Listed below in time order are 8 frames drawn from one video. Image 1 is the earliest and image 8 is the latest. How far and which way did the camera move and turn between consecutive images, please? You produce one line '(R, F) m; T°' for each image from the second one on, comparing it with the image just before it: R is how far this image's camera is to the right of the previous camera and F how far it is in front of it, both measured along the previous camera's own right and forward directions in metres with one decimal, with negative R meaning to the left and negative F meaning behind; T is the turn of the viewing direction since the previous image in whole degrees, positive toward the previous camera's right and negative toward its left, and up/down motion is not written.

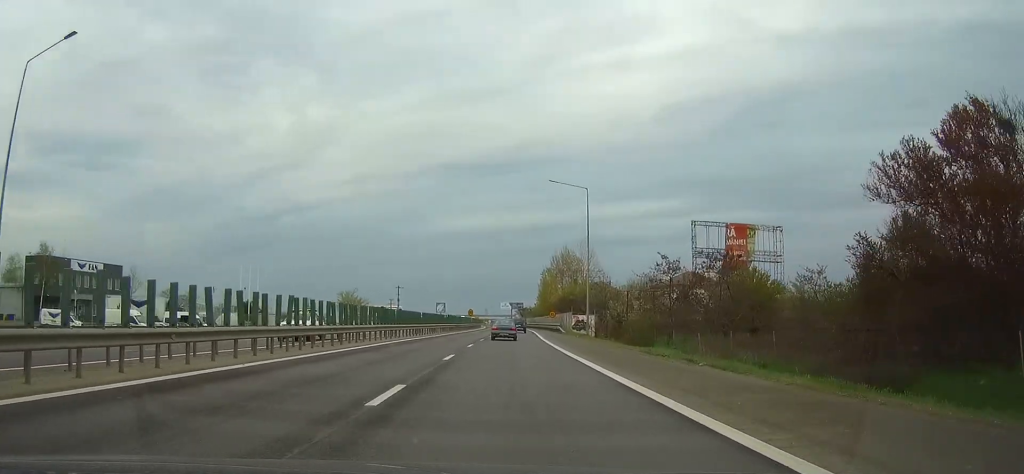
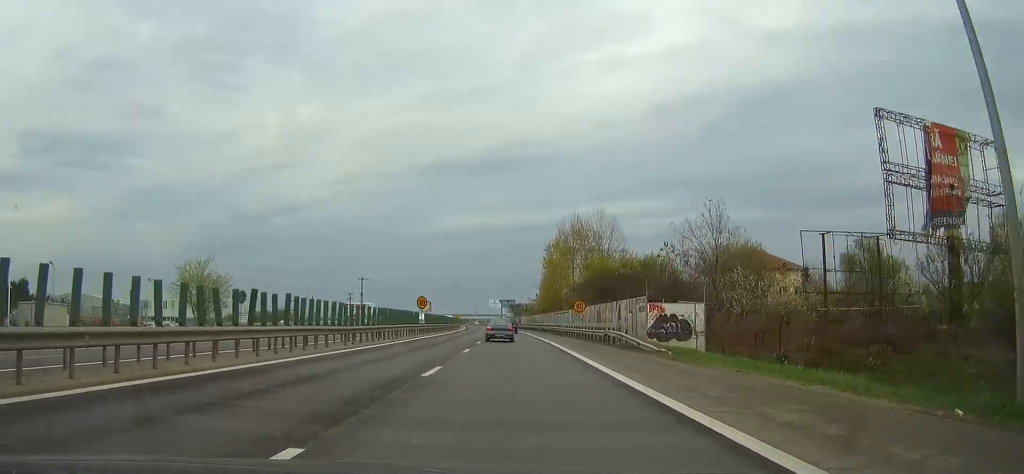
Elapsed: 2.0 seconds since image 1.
(+0.5, +52.8) m; +1°
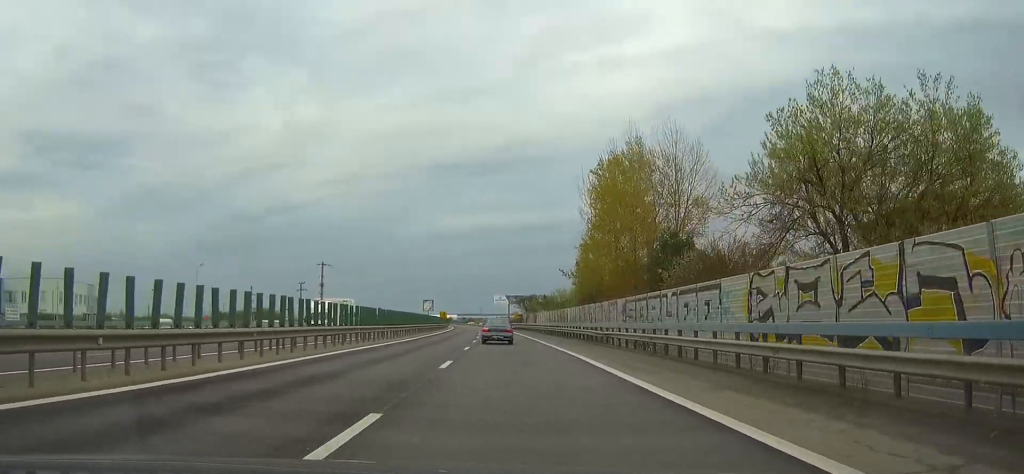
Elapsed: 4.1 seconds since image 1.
(+0.4, +55.7) m; 0°
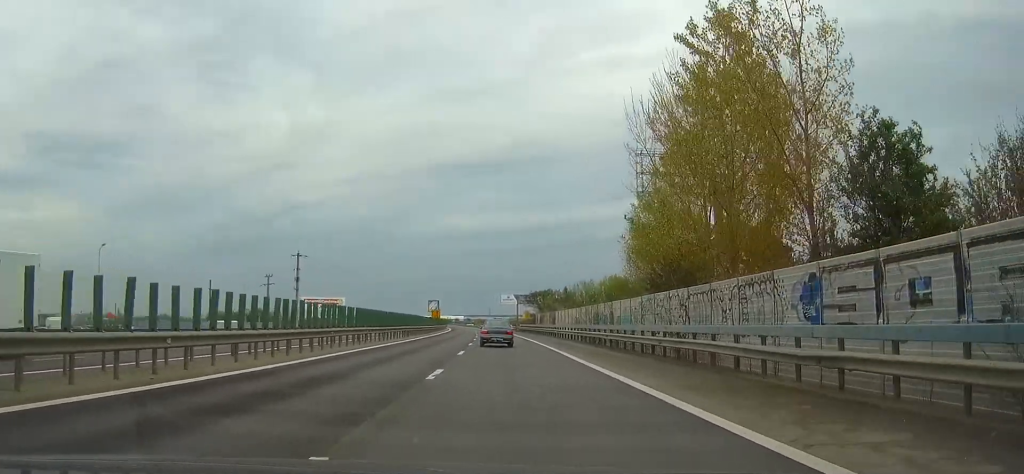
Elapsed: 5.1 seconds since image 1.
(-0.3, +25.9) m; -1°
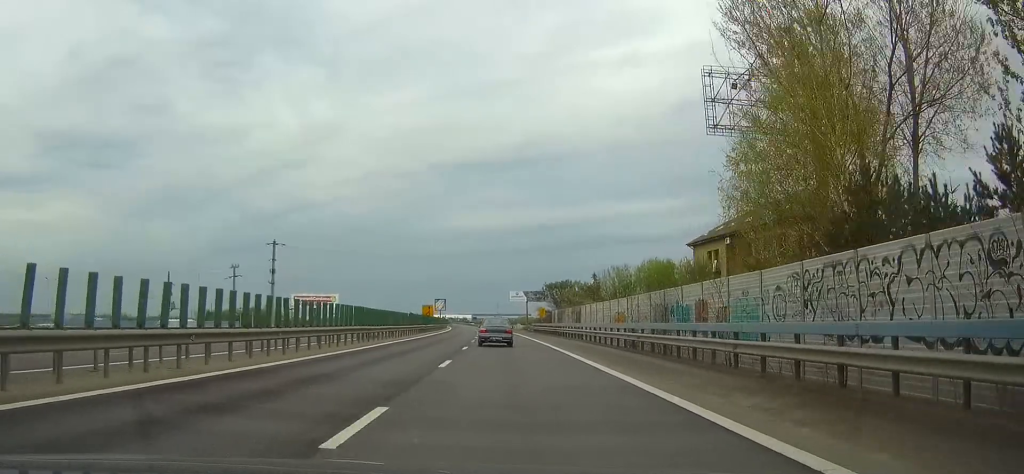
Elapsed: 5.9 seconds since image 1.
(-0.1, +19.9) m; -1°
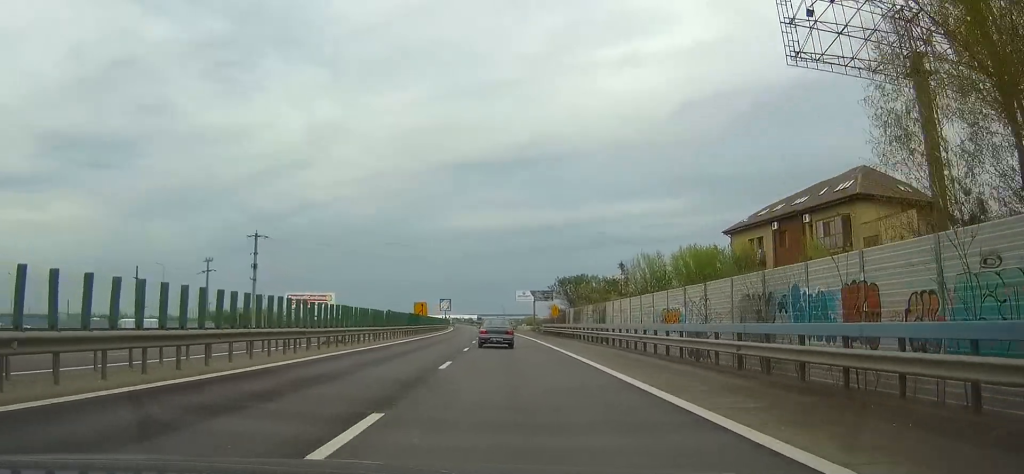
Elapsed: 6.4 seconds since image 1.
(0.0, +12.1) m; 0°
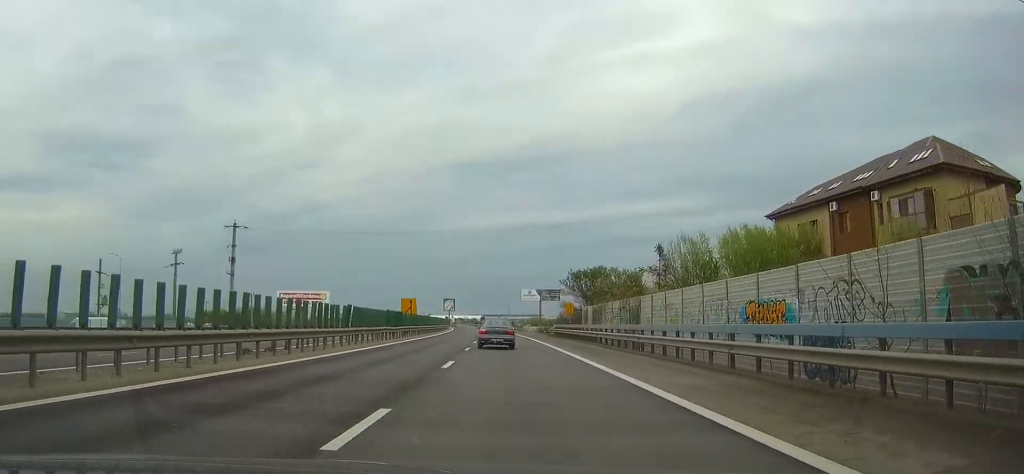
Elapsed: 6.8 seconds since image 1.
(0.0, +11.2) m; 0°
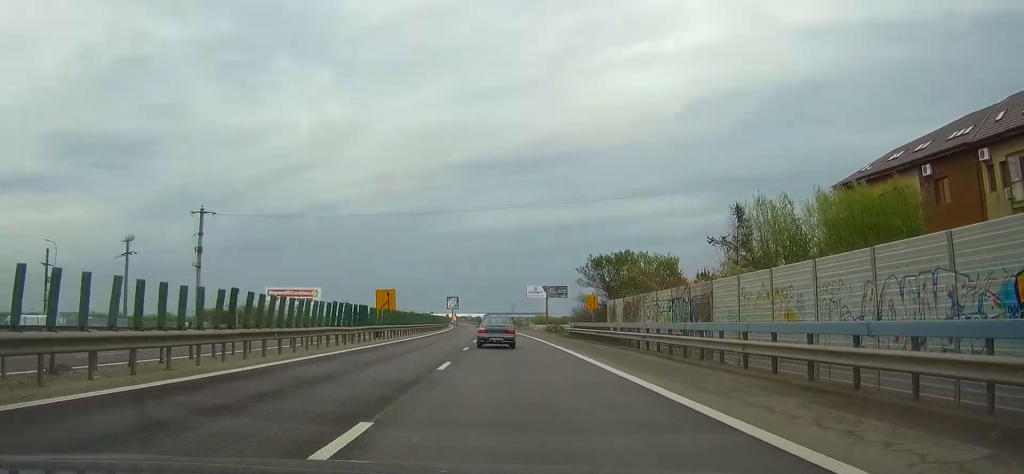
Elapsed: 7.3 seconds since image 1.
(0.0, +12.9) m; 0°
